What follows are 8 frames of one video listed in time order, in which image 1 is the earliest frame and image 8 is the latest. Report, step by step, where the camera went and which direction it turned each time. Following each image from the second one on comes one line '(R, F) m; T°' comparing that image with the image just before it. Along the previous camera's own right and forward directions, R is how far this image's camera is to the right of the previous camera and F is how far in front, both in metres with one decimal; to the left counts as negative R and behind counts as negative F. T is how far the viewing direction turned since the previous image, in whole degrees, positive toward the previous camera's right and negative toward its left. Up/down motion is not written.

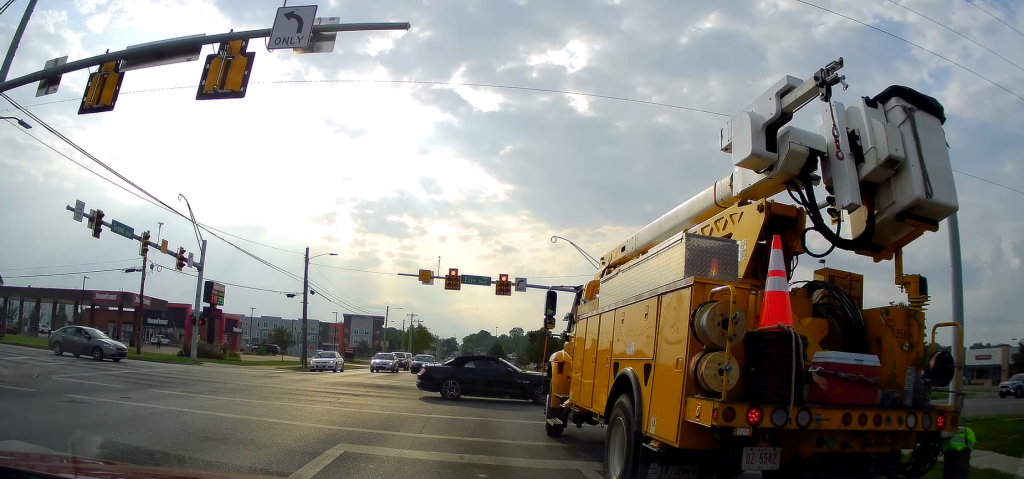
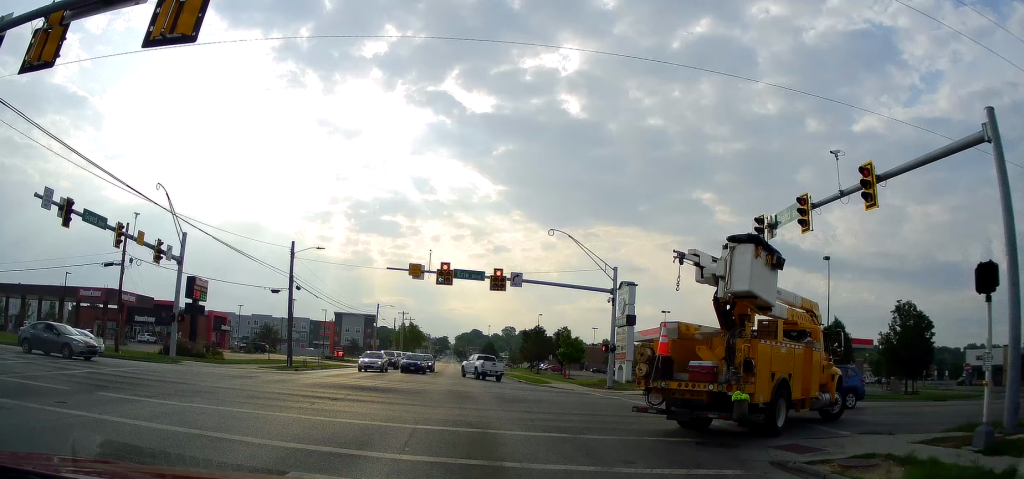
(0.0, +1.2) m; -3°
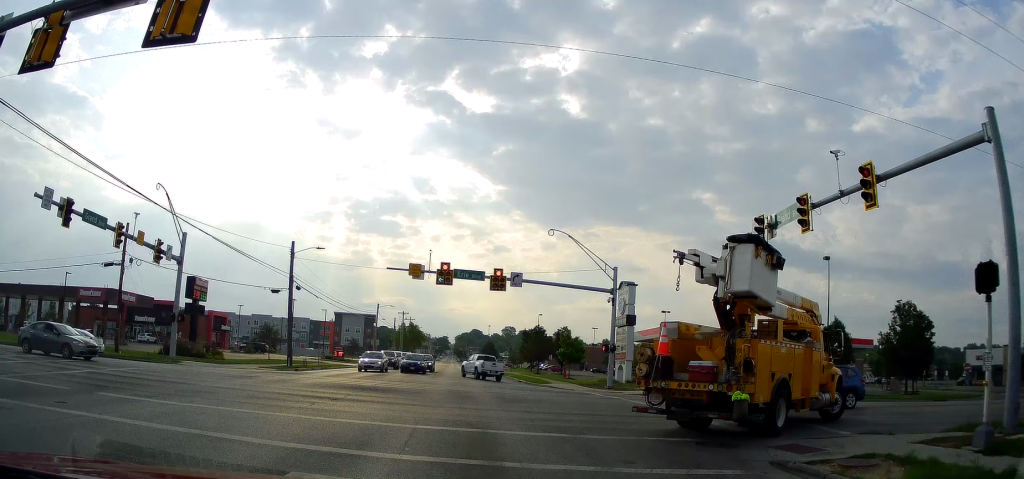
(0.0, 0.0) m; 0°
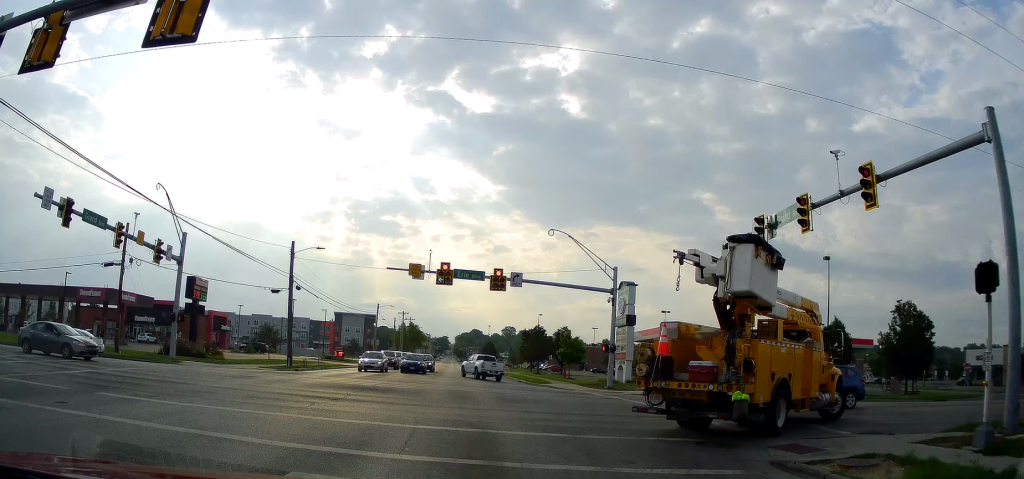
(0.0, 0.0) m; 0°
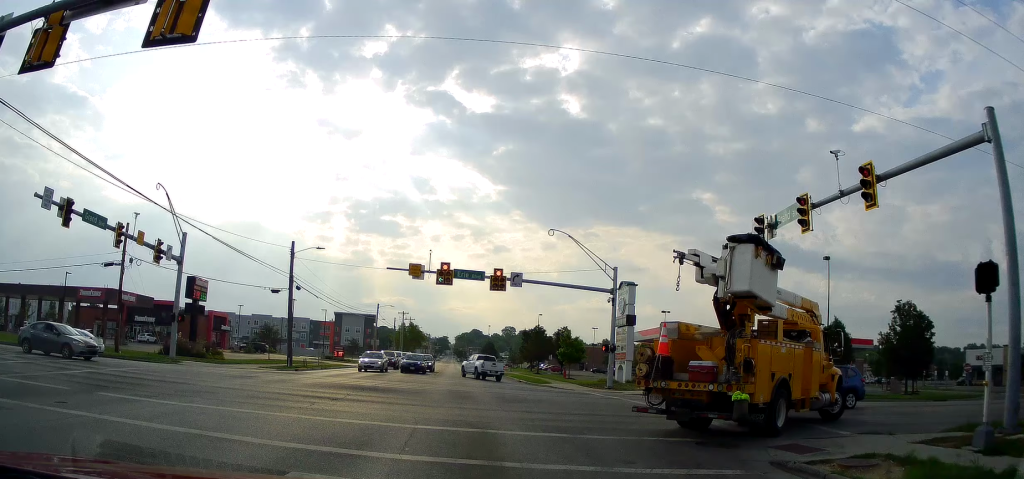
(0.0, 0.0) m; 0°
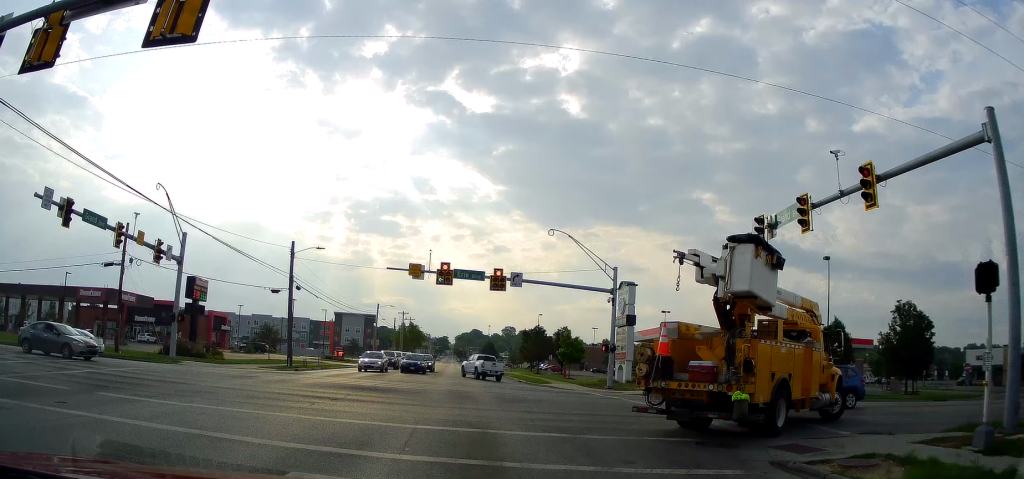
(0.0, 0.0) m; 0°
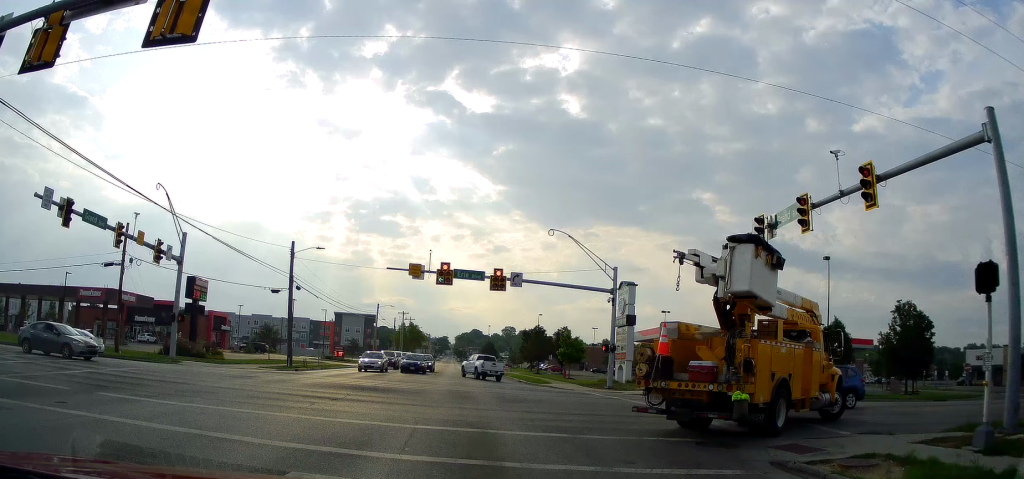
(0.0, 0.0) m; 0°
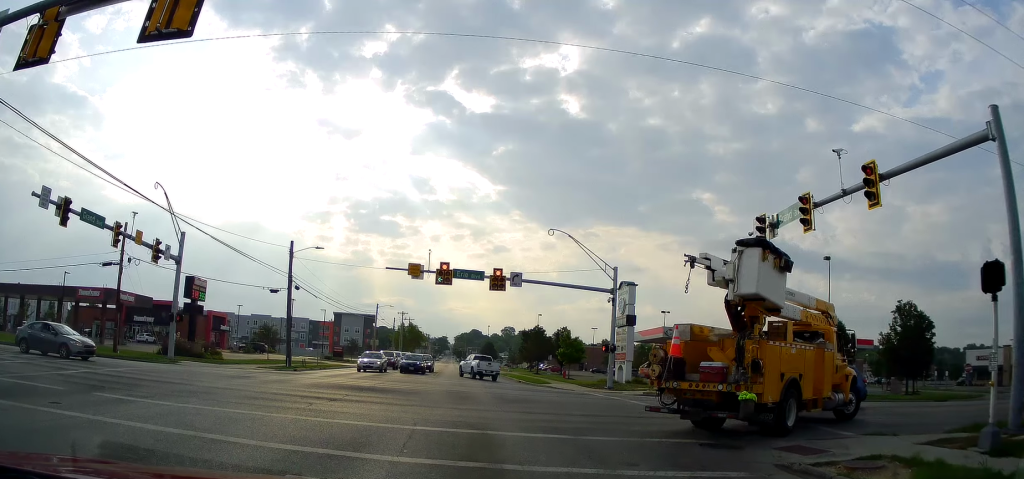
(-0.1, +0.4) m; 0°
